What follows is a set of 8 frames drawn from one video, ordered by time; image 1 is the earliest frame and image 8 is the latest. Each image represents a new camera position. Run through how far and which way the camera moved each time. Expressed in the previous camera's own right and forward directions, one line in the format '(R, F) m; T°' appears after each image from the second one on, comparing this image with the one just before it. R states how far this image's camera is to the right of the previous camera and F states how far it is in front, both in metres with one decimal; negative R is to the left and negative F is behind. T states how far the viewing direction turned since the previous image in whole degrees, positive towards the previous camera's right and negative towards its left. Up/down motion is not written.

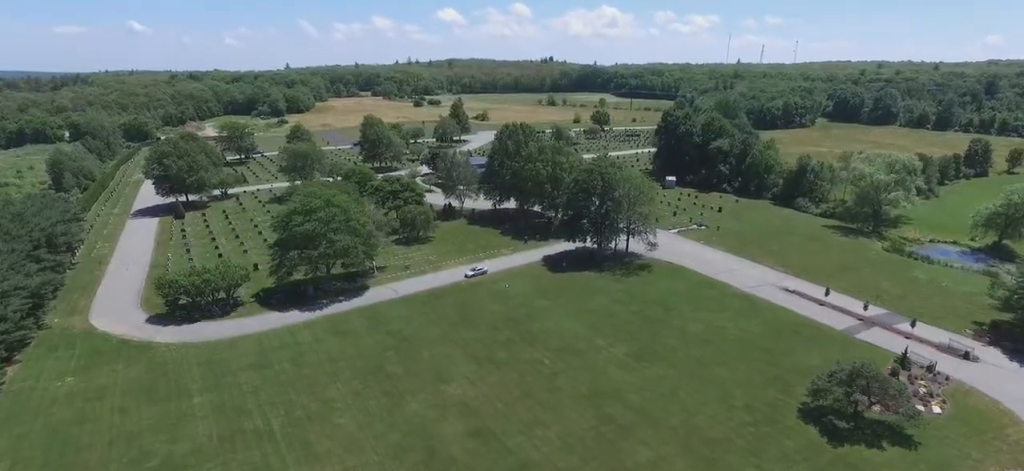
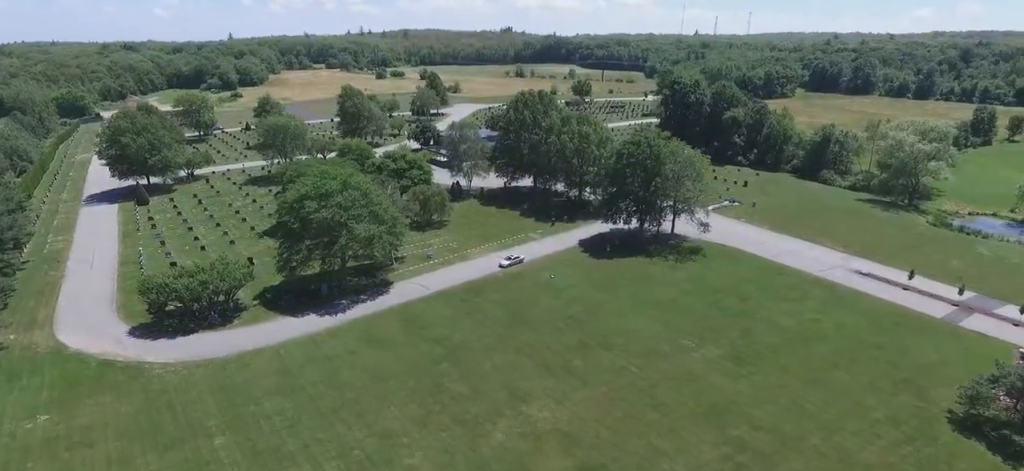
(+0.8, +20.8) m; +10°
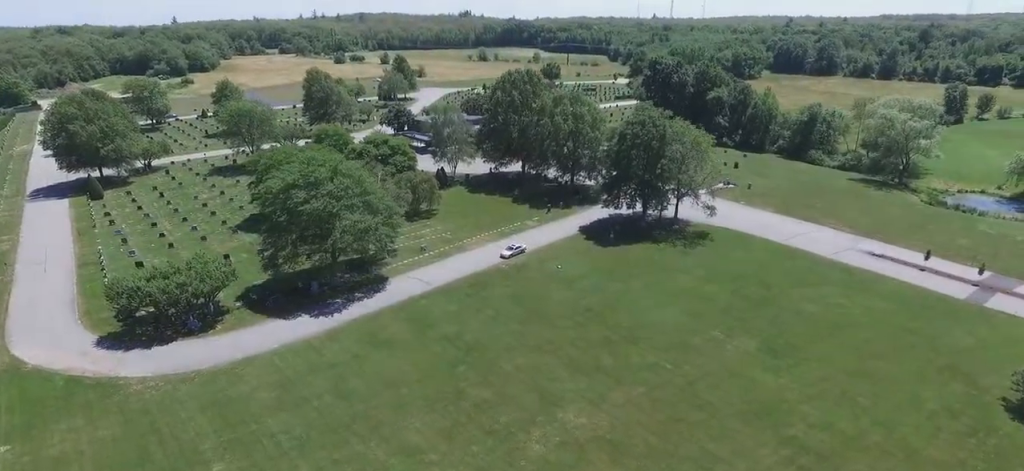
(+0.8, +8.5) m; +14°
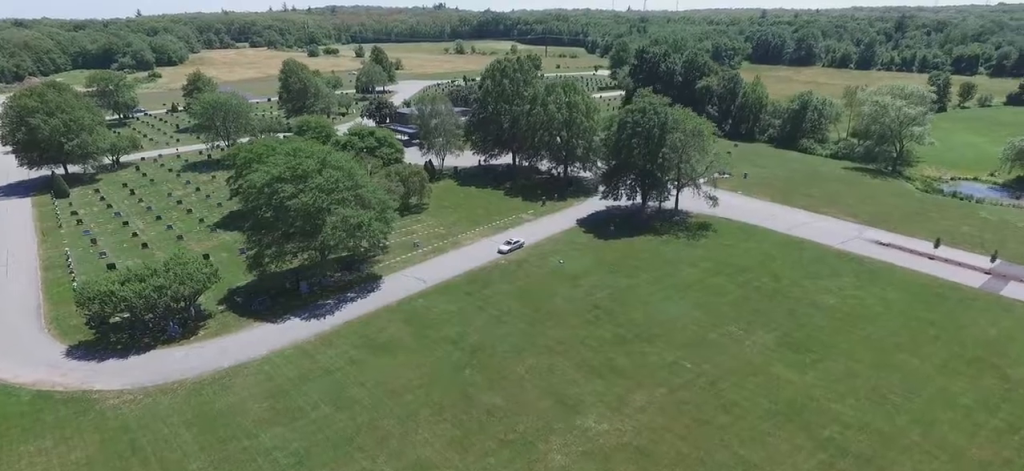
(+0.3, +4.7) m; +9°
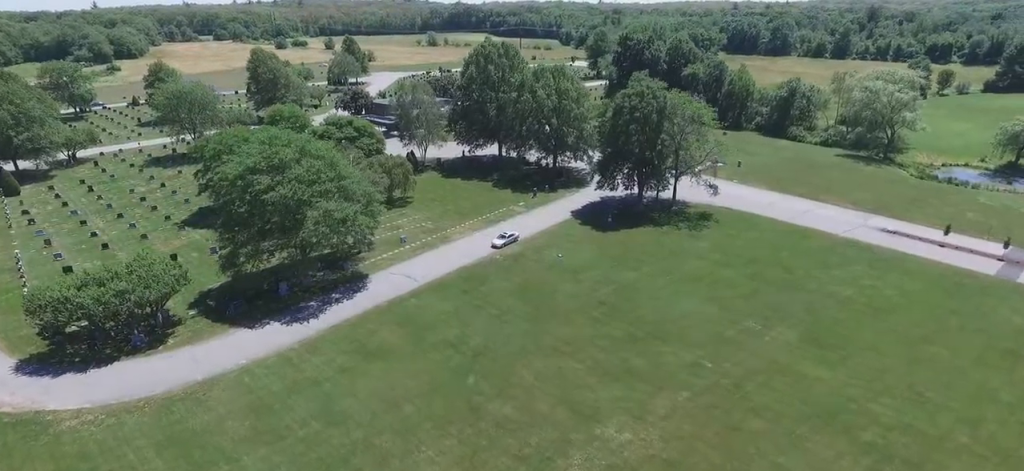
(+0.6, +5.6) m; +8°
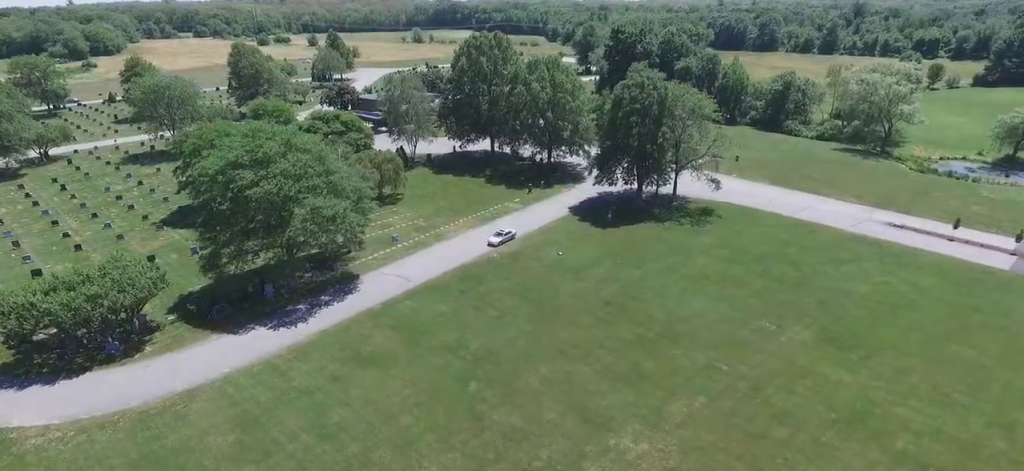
(+0.2, +3.3) m; +4°
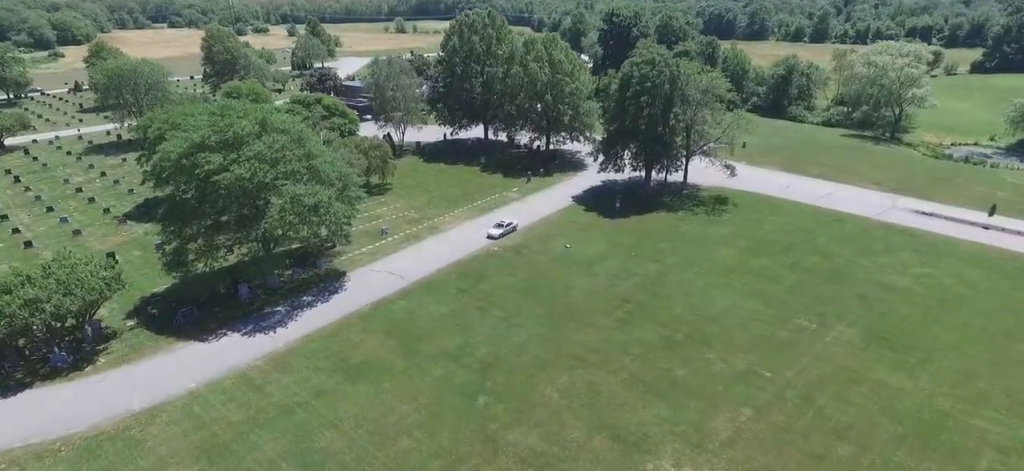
(+0.4, +6.4) m; +4°
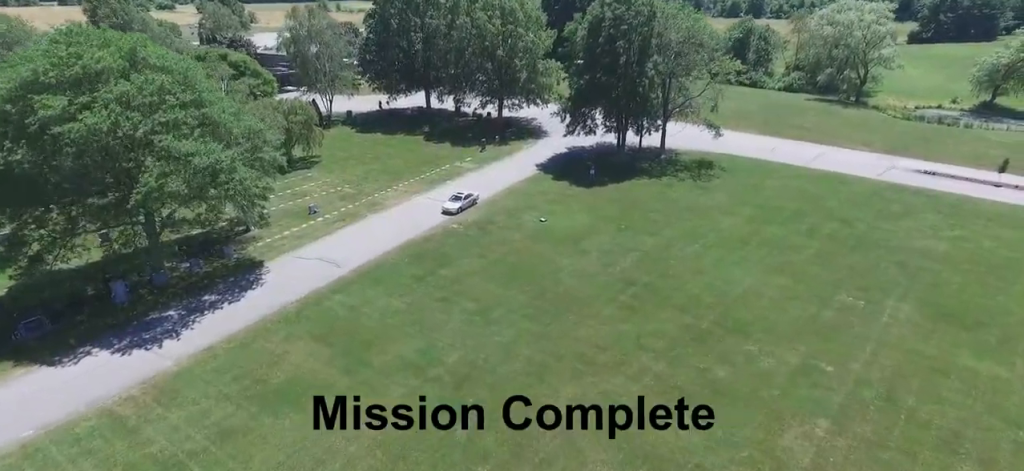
(0.0, +11.9) m; 0°
